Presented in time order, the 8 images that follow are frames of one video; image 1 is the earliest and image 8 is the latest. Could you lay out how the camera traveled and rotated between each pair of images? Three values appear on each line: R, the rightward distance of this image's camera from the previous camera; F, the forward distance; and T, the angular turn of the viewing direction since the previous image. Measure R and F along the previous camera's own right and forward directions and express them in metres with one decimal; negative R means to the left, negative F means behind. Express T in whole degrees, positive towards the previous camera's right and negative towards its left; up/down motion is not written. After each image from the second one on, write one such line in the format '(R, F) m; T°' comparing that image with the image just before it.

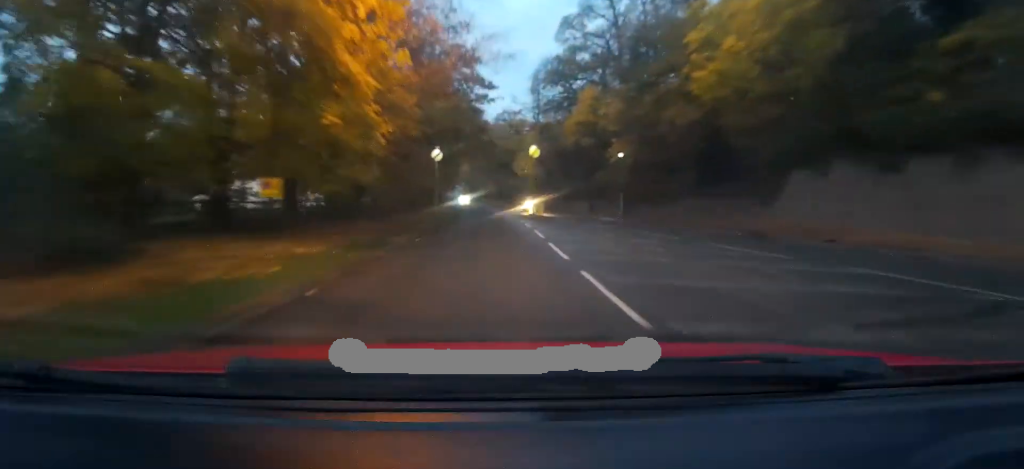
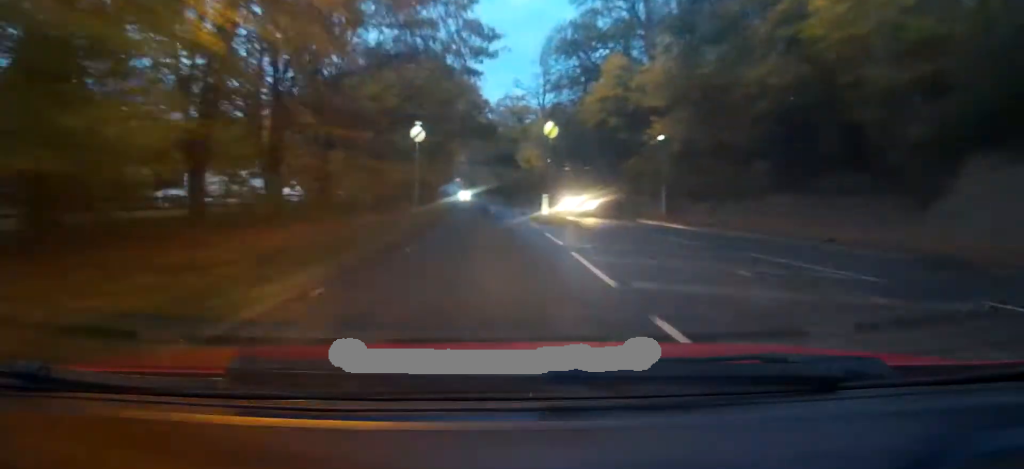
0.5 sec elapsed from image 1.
(+0.2, +9.8) m; 0°
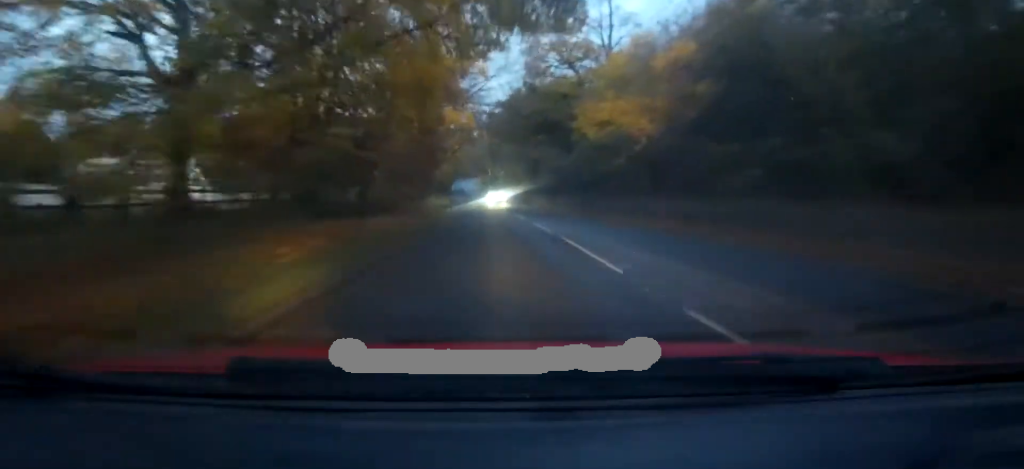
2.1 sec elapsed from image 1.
(-0.8, +36.0) m; -2°
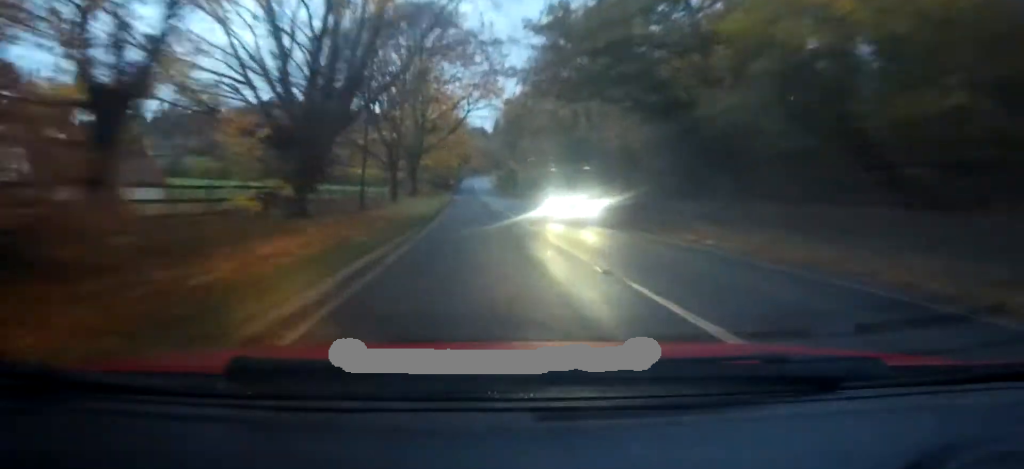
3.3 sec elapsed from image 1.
(-0.4, +24.6) m; -2°
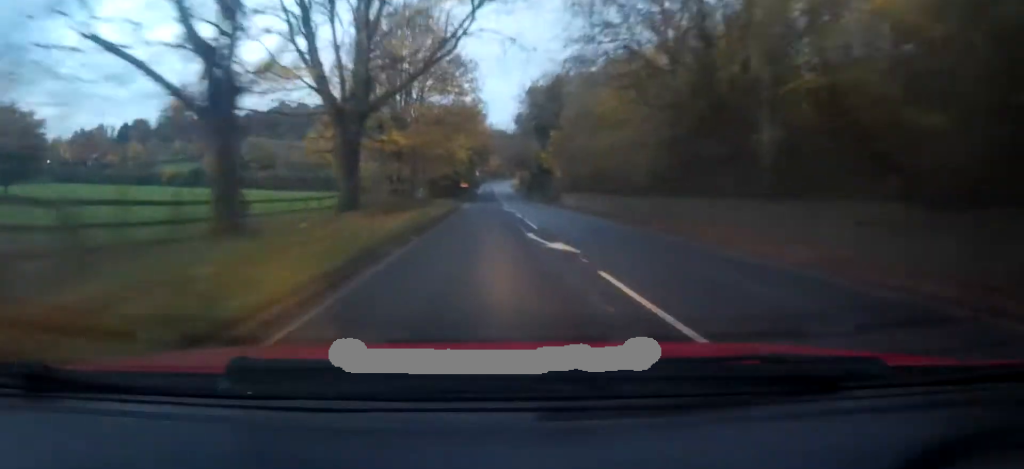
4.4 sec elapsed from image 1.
(-0.6, +25.5) m; -1°
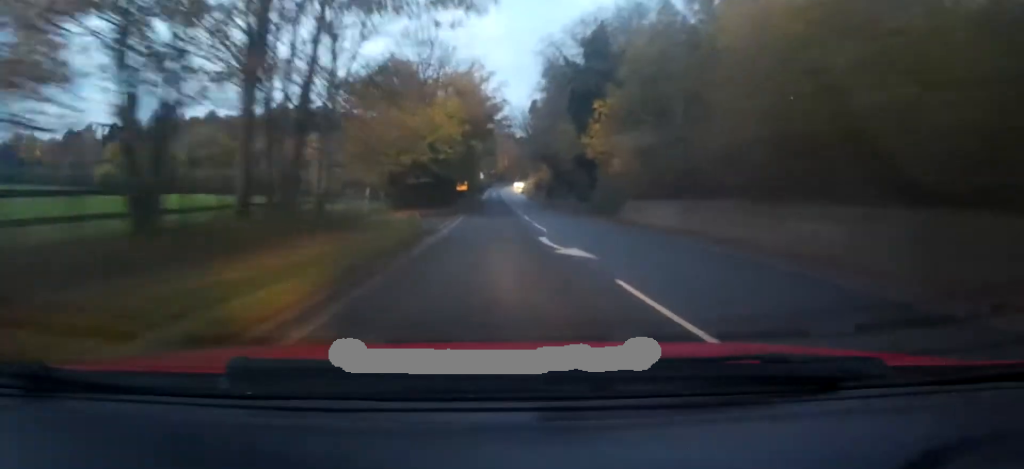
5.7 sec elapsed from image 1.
(+0.3, +27.3) m; 0°
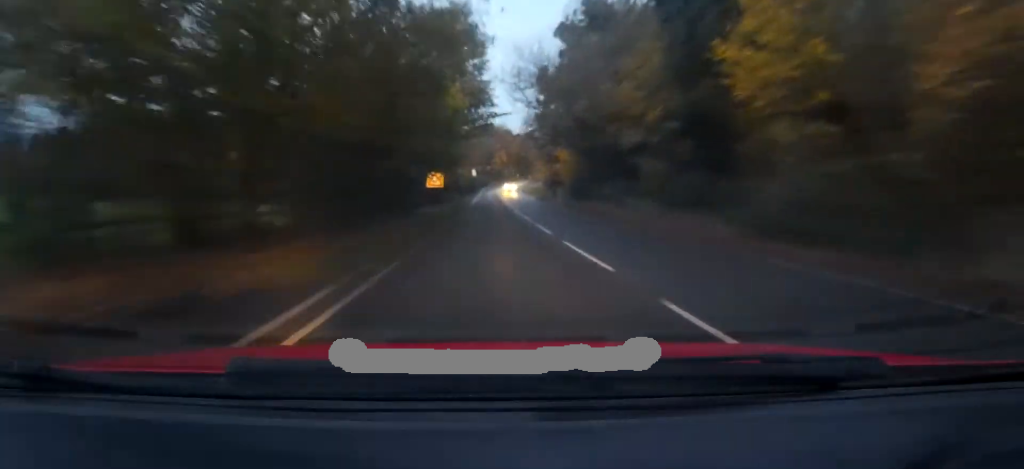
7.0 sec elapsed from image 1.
(-0.2, +28.8) m; 0°
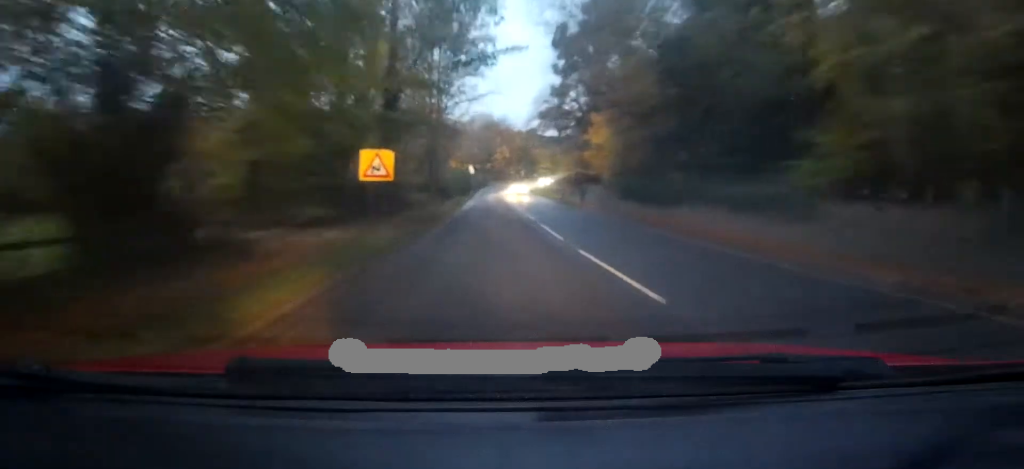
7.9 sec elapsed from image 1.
(+0.1, +20.6) m; 0°
